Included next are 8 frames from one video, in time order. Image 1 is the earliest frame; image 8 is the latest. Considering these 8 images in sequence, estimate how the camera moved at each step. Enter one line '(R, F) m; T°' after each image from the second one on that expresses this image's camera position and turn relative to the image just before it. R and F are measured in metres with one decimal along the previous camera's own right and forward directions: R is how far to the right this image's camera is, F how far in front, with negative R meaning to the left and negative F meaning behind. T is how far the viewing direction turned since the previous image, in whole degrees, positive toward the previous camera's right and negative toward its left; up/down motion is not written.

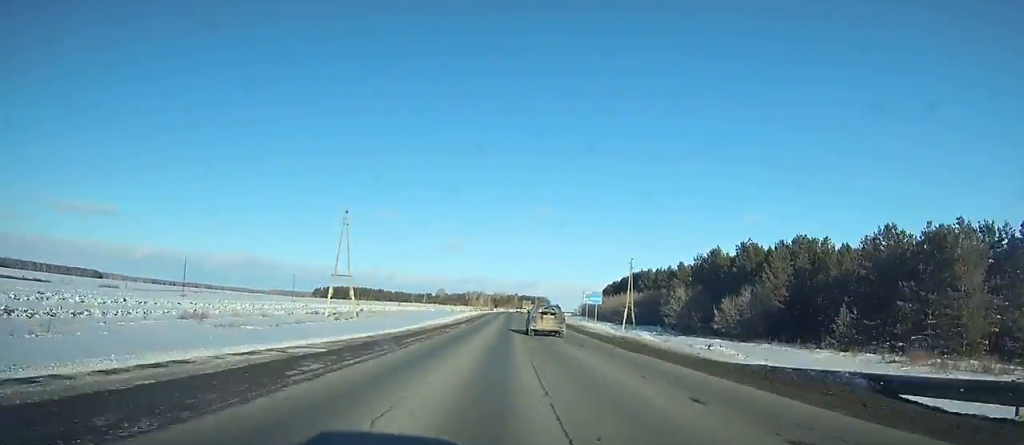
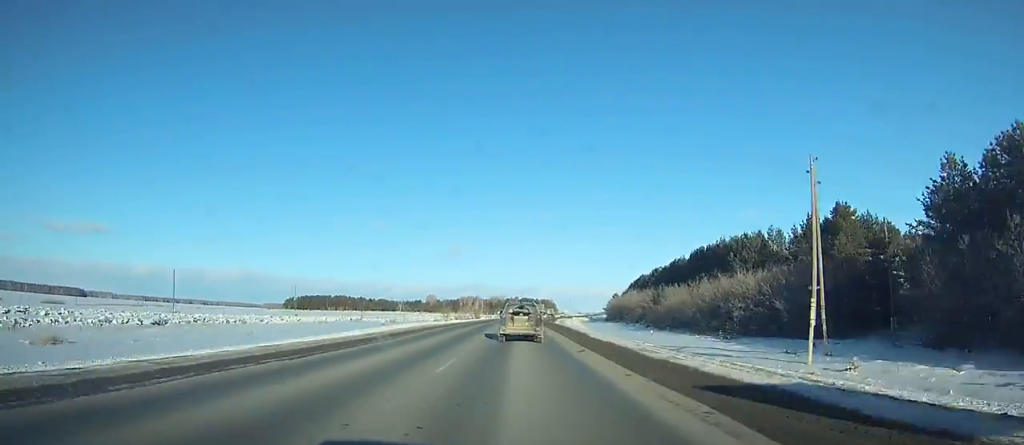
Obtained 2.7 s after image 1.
(+0.7, +72.2) m; +1°
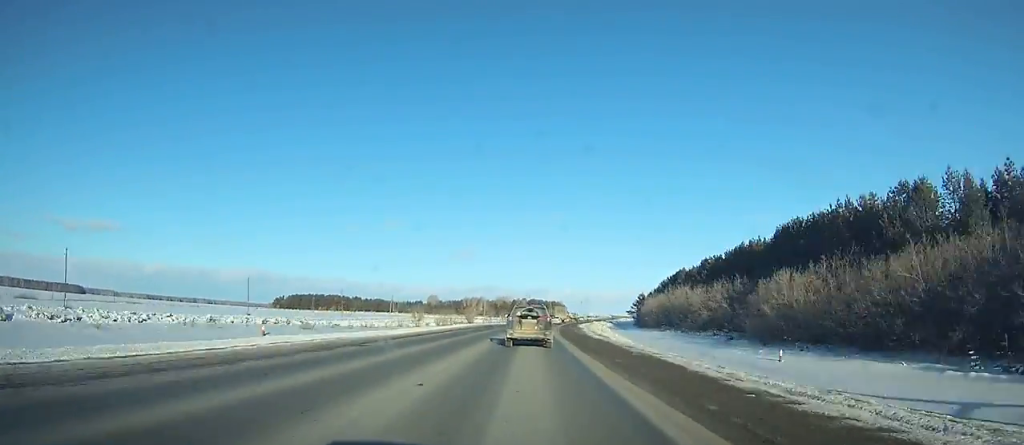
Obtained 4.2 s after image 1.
(0.0, +38.1) m; 0°
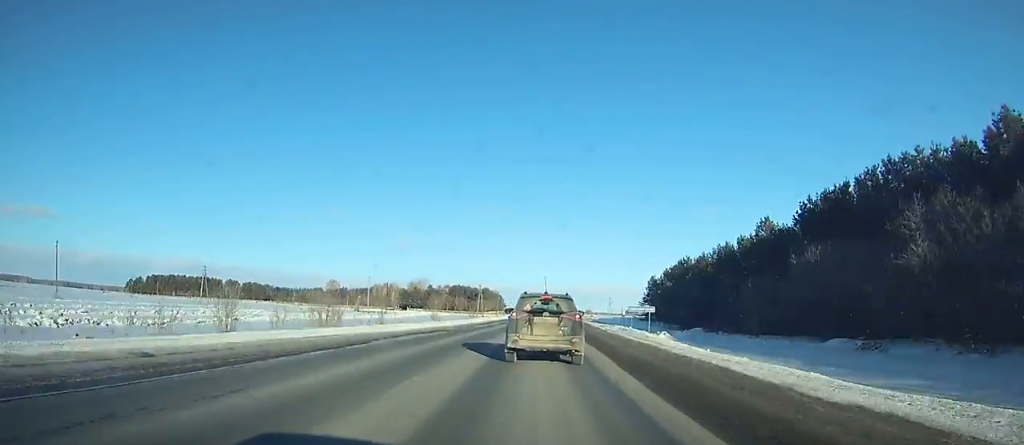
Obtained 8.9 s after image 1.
(+2.5, +105.3) m; +4°
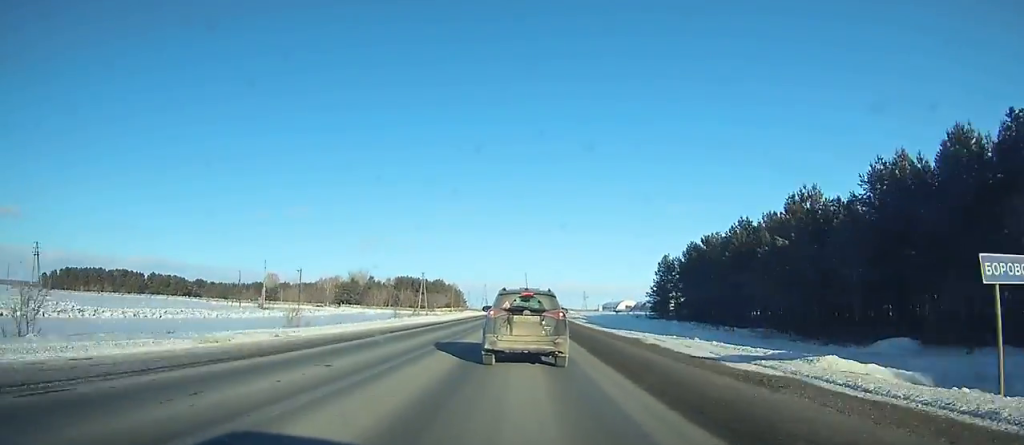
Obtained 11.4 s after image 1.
(+1.6, +48.6) m; +3°
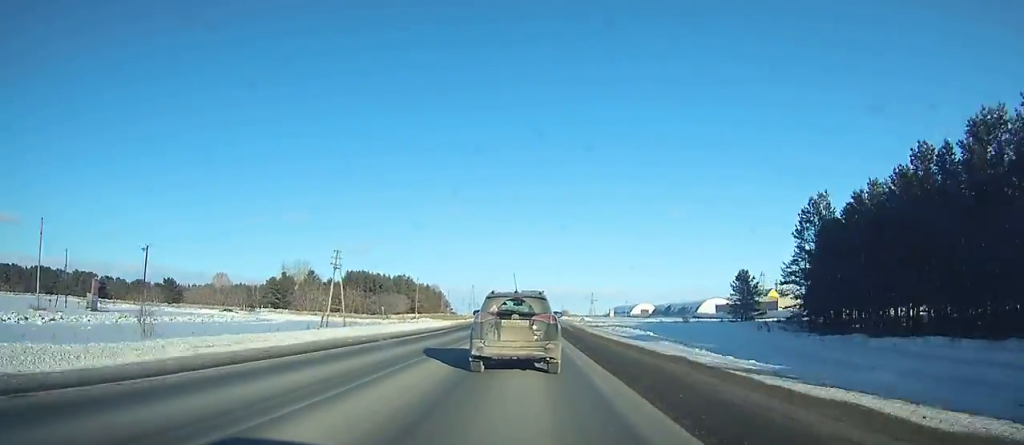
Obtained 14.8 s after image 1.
(+1.9, +58.2) m; +2°
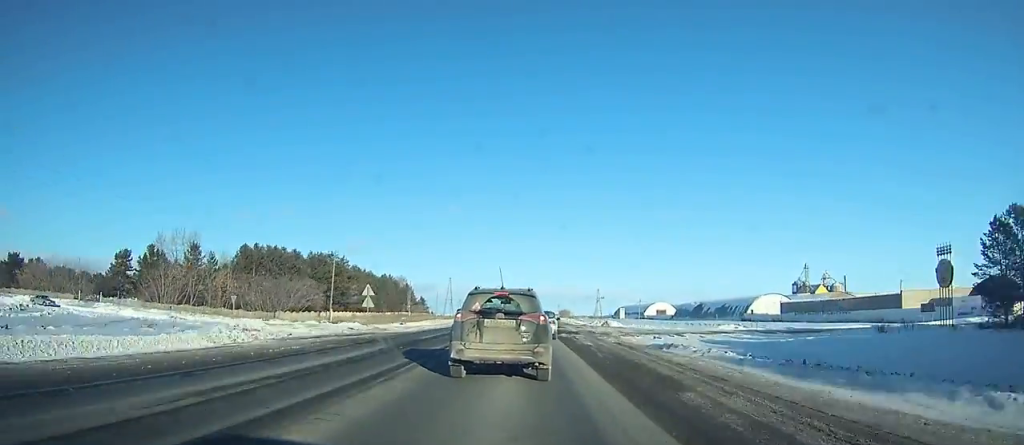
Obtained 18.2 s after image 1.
(+0.1, +51.8) m; 0°
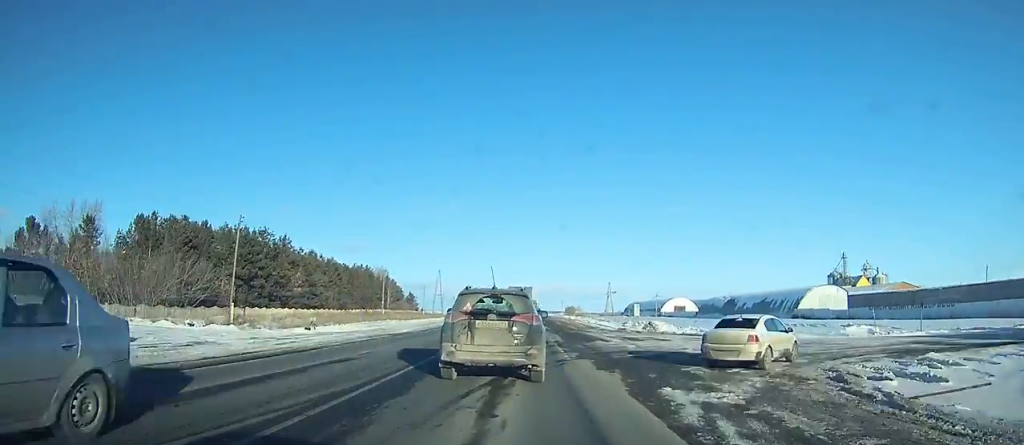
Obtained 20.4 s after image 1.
(0.0, +31.4) m; 0°
